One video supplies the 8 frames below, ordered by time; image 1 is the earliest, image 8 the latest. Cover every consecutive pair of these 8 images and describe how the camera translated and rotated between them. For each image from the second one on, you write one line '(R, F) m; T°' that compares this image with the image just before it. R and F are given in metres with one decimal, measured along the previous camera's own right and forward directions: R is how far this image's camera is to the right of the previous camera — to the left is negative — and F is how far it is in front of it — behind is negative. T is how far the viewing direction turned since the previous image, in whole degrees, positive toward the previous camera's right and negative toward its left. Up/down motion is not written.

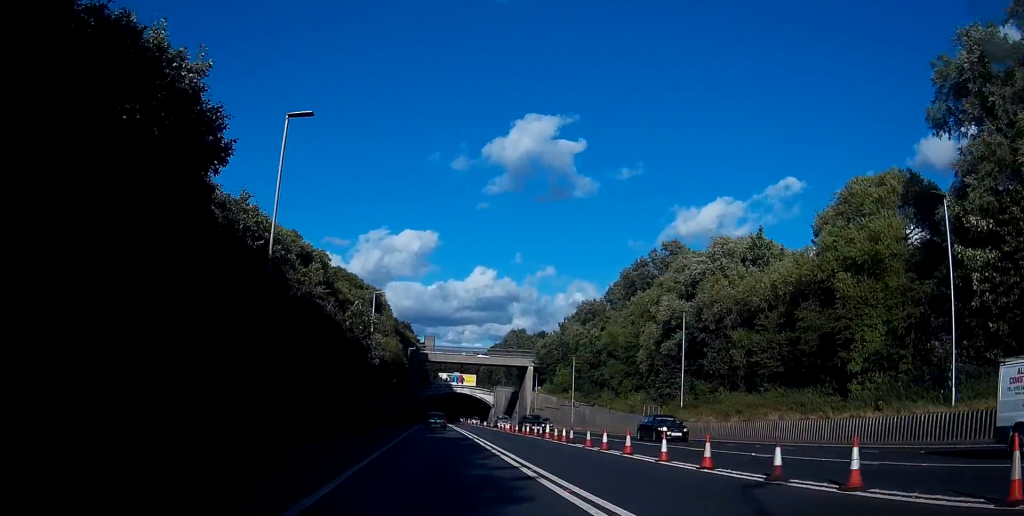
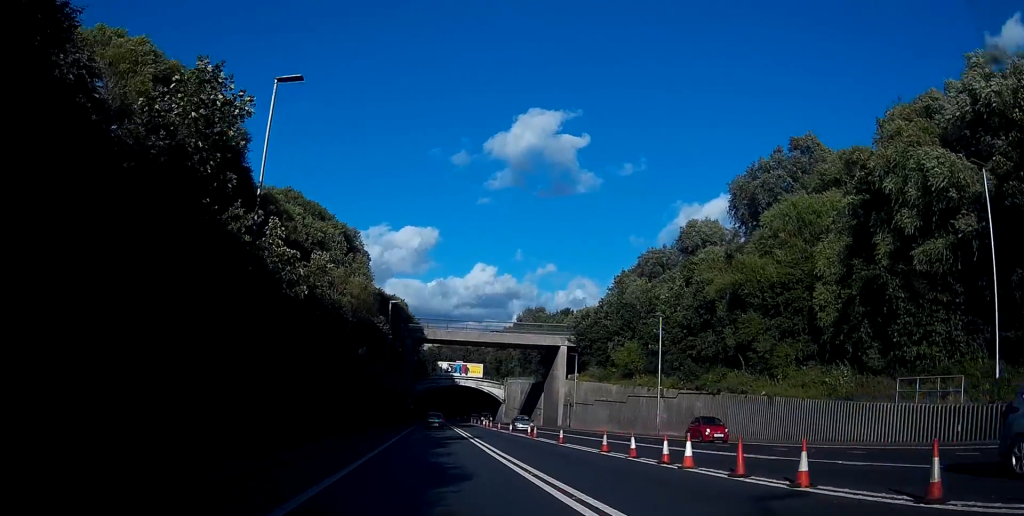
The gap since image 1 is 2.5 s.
(+1.2, +41.8) m; +3°
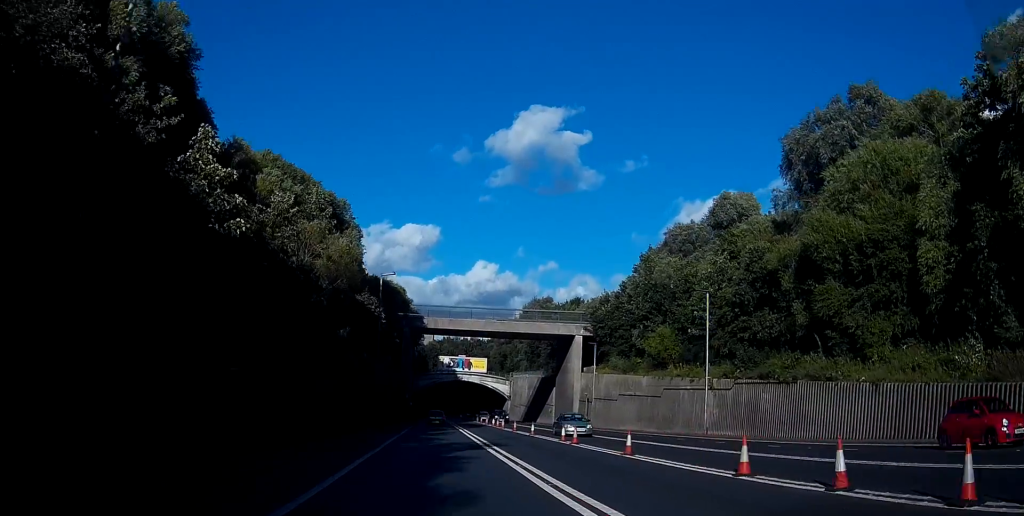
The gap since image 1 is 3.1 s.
(0.0, +11.4) m; 0°
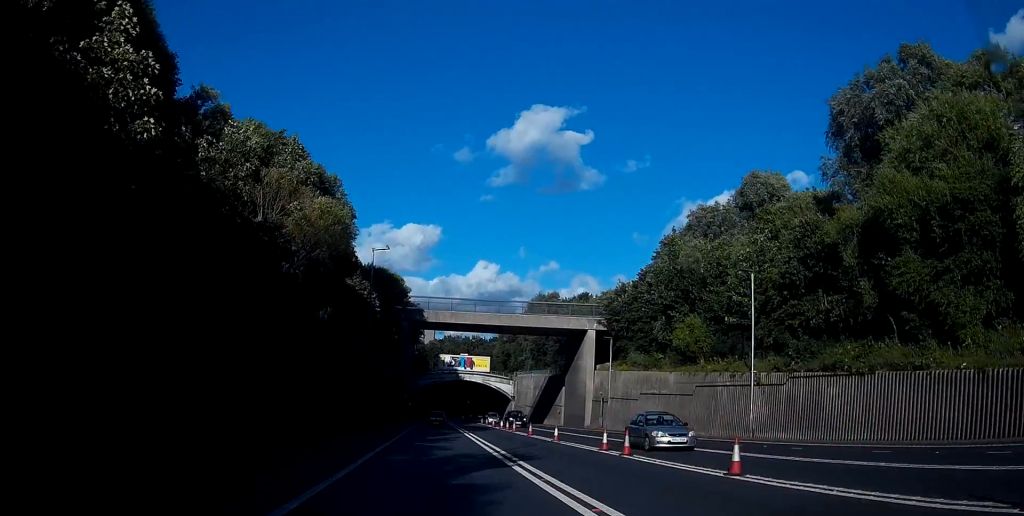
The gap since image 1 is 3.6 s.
(0.0, +8.0) m; 0°
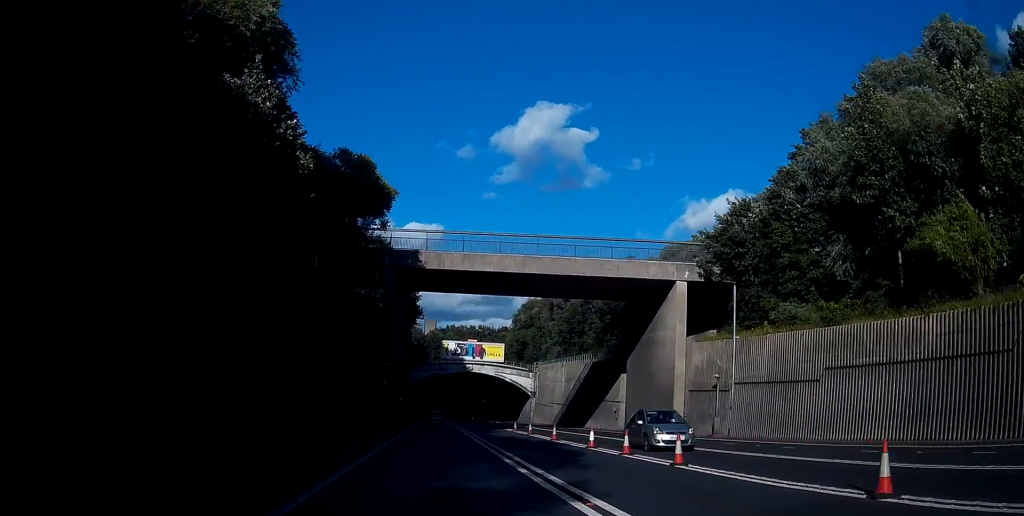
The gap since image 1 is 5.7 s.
(+0.4, +35.3) m; +1°
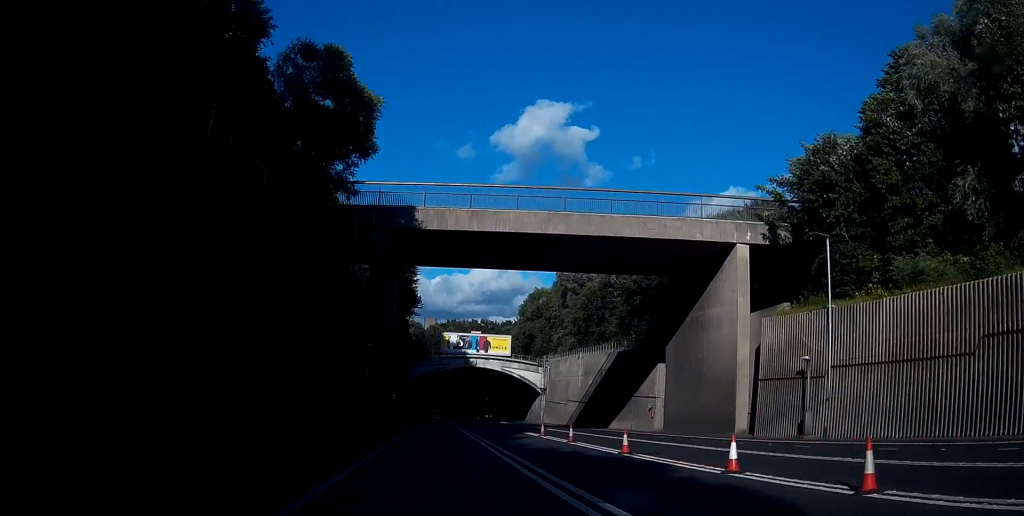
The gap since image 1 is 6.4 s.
(0.0, +13.1) m; 0°
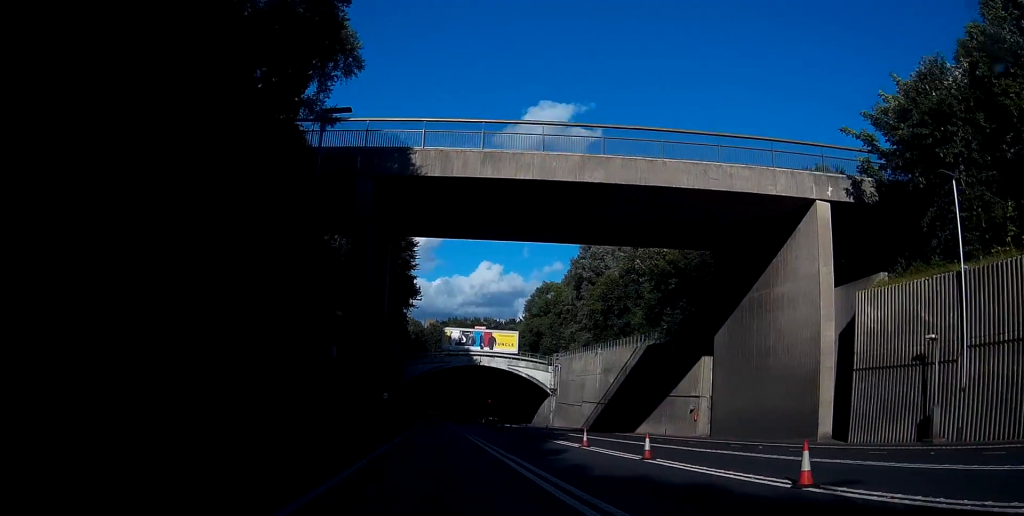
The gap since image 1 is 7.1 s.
(0.0, +11.4) m; 0°
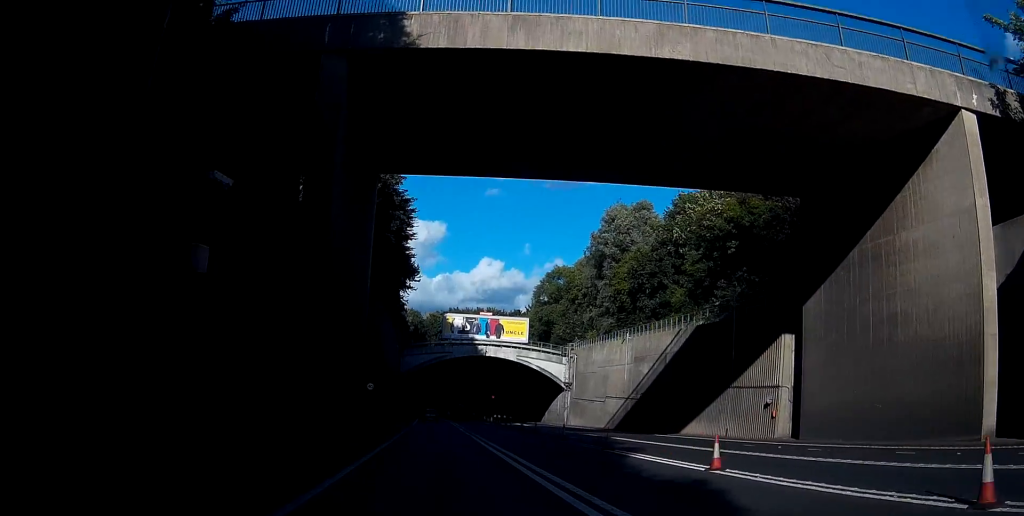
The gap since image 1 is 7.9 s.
(0.0, +13.6) m; 0°
